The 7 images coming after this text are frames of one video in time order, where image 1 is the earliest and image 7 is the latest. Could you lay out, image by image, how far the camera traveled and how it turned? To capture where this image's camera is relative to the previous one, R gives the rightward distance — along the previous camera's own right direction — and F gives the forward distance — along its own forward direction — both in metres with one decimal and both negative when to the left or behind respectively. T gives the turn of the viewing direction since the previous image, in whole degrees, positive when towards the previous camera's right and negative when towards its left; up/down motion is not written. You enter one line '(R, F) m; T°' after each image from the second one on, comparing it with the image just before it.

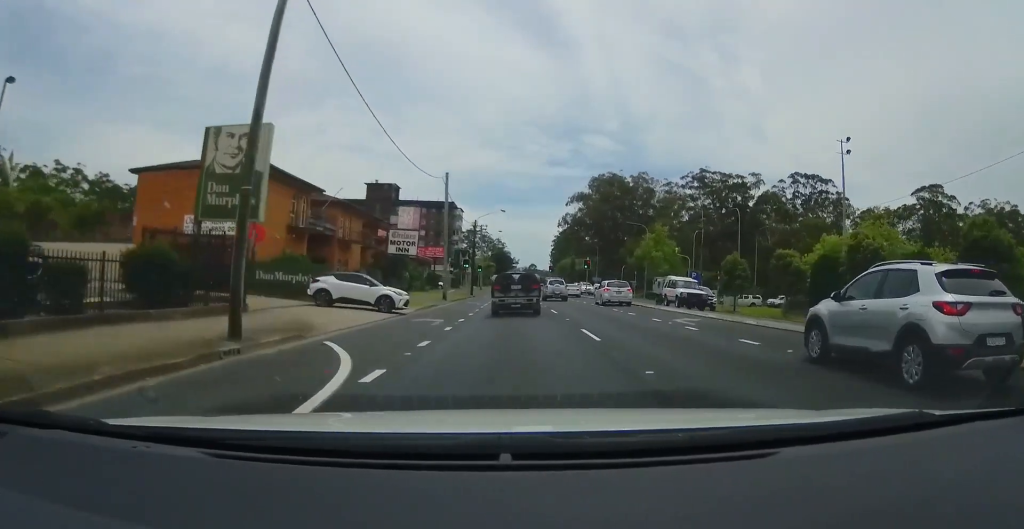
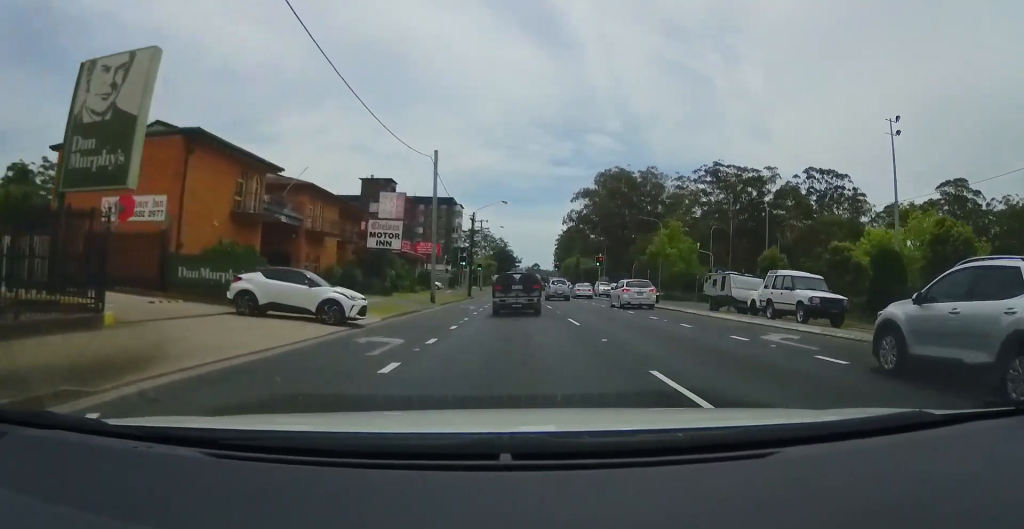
(-0.1, +7.2) m; -1°
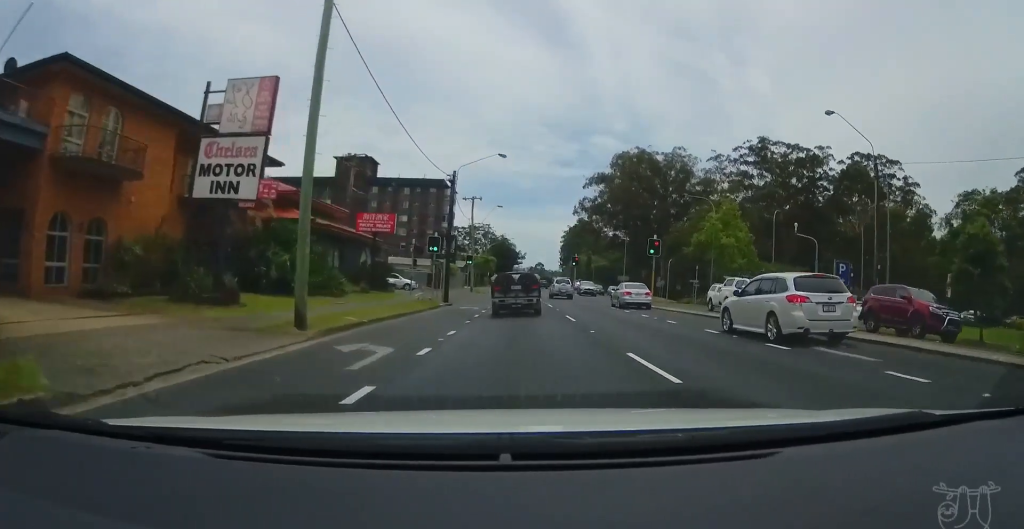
(0.0, +22.0) m; -1°
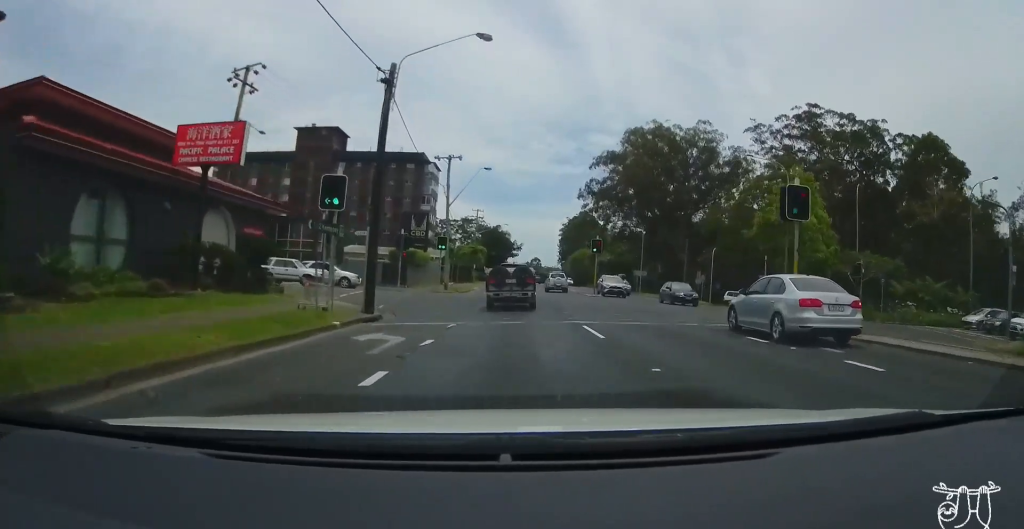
(-0.2, +19.5) m; 0°
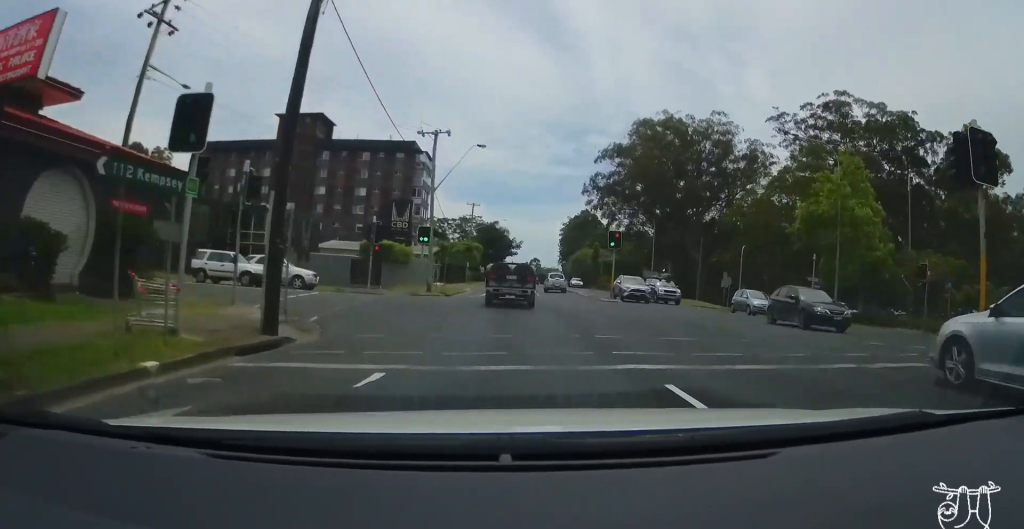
(+0.1, +8.3) m; +1°
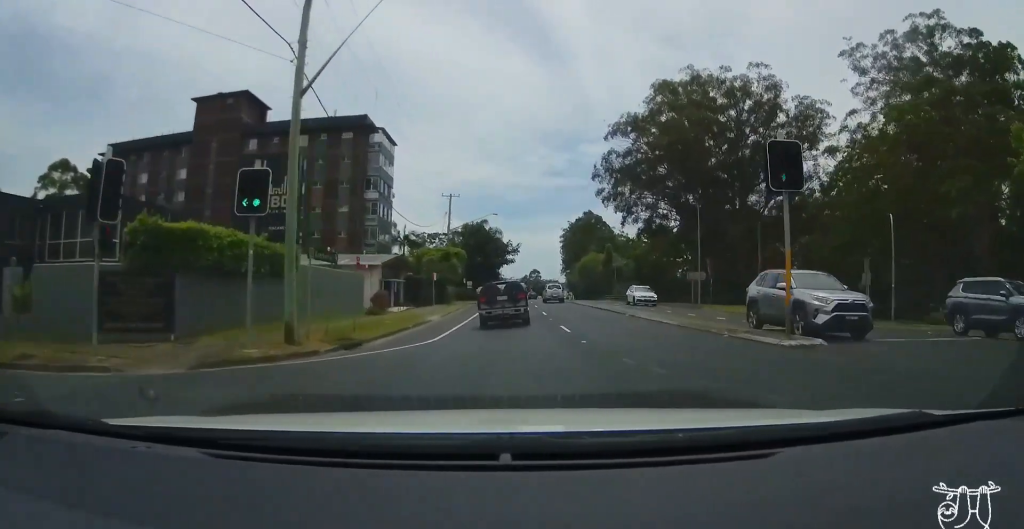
(0.0, +22.8) m; -3°
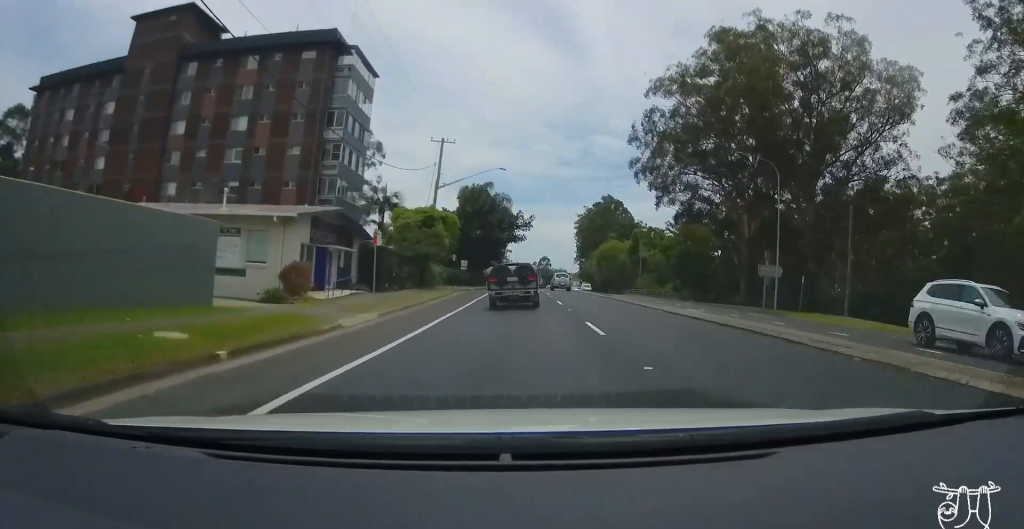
(-0.7, +17.7) m; -2°
